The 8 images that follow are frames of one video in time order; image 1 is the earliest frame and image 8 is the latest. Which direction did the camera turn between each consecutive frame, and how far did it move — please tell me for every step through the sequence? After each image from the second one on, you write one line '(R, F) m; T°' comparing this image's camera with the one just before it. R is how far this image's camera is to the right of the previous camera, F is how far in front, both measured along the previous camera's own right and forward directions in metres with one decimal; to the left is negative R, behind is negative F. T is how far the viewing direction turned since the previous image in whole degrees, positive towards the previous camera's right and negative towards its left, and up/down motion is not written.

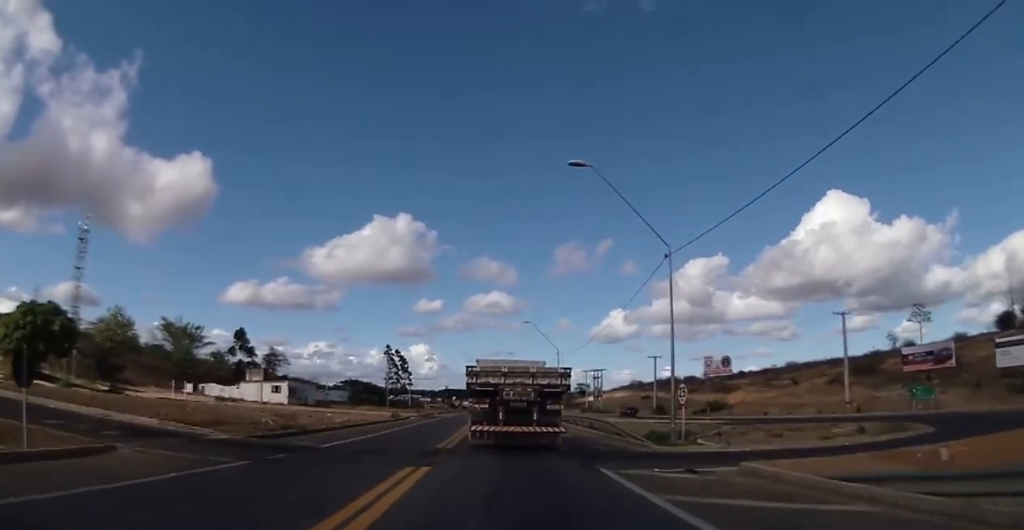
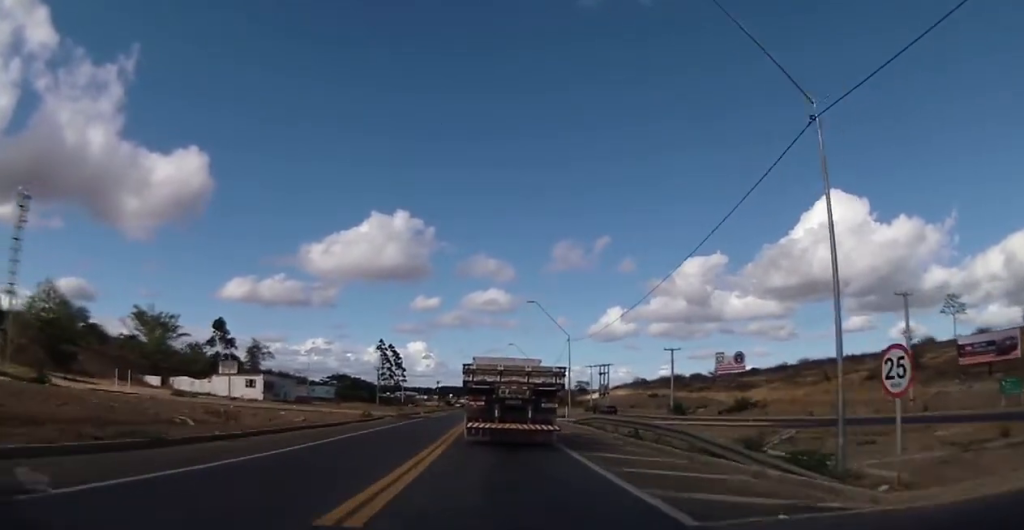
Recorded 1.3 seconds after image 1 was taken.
(+0.5, +12.0) m; 0°
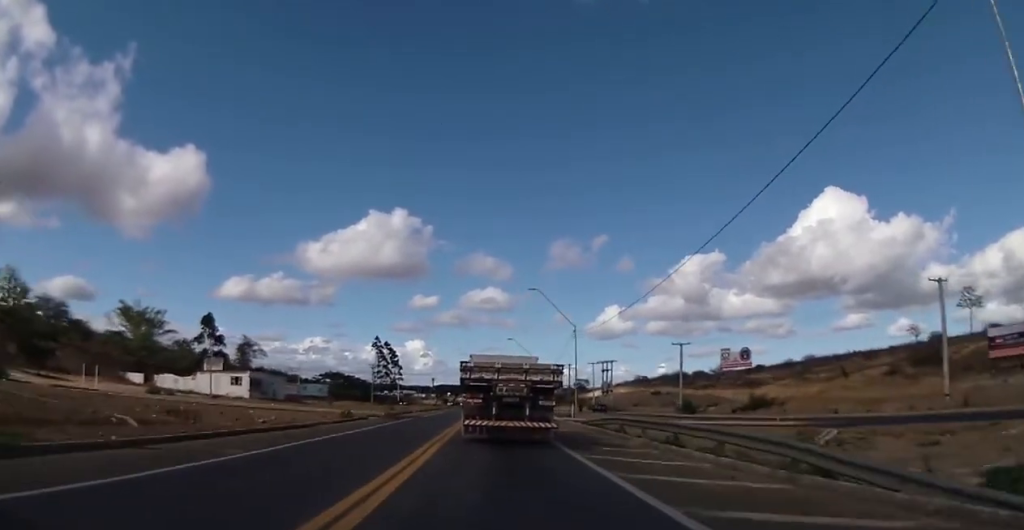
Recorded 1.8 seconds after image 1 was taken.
(-0.4, +5.5) m; 0°
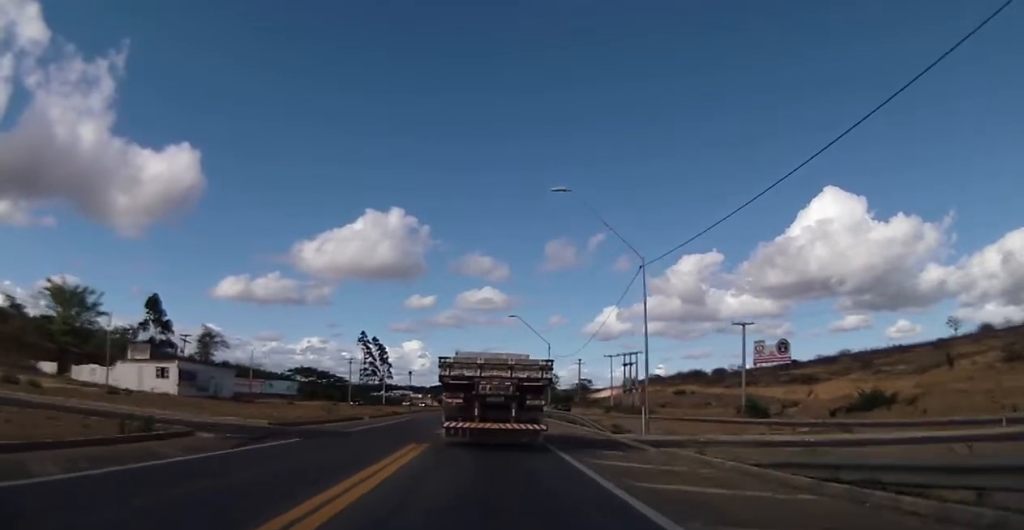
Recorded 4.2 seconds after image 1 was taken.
(+1.1, +24.4) m; +2°
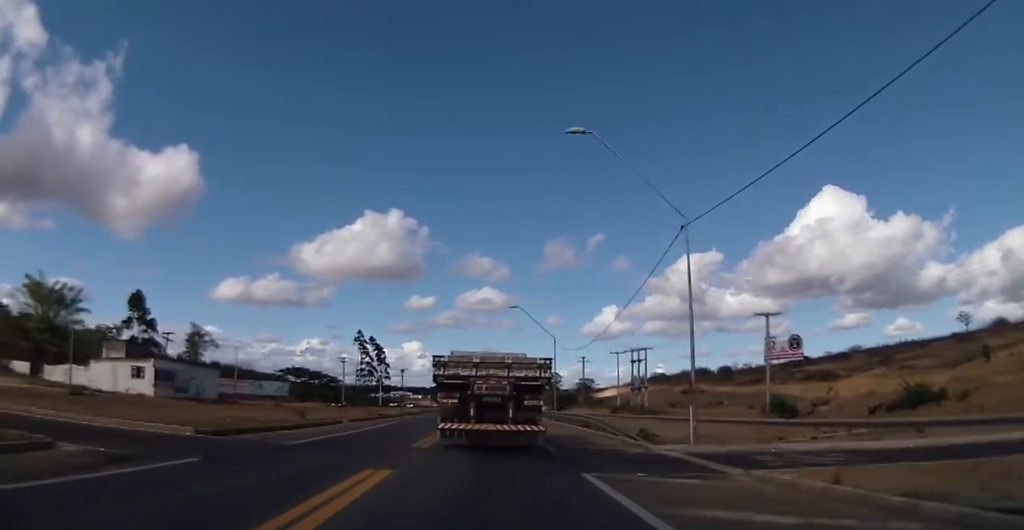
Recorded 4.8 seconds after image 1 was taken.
(-0.1, +6.5) m; 0°
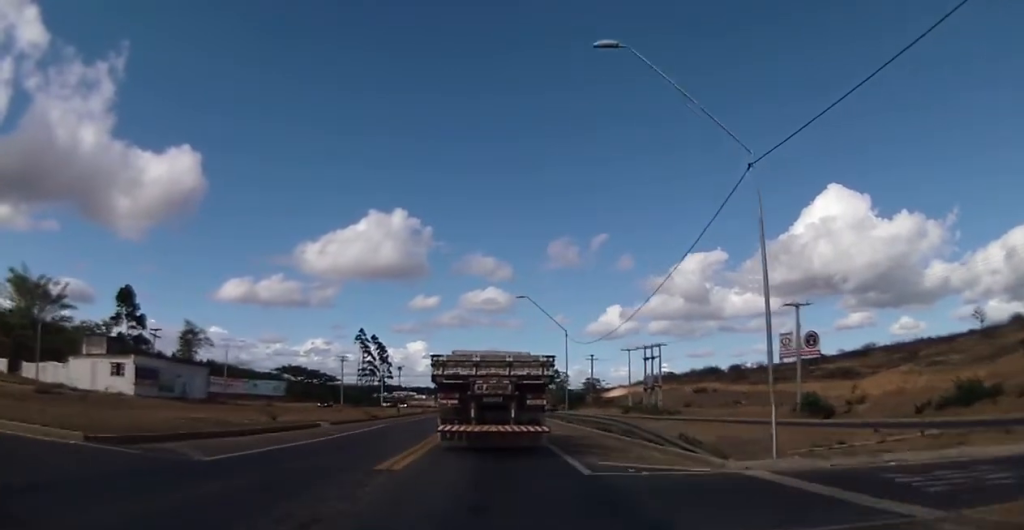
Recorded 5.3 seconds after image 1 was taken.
(0.0, +5.8) m; 0°
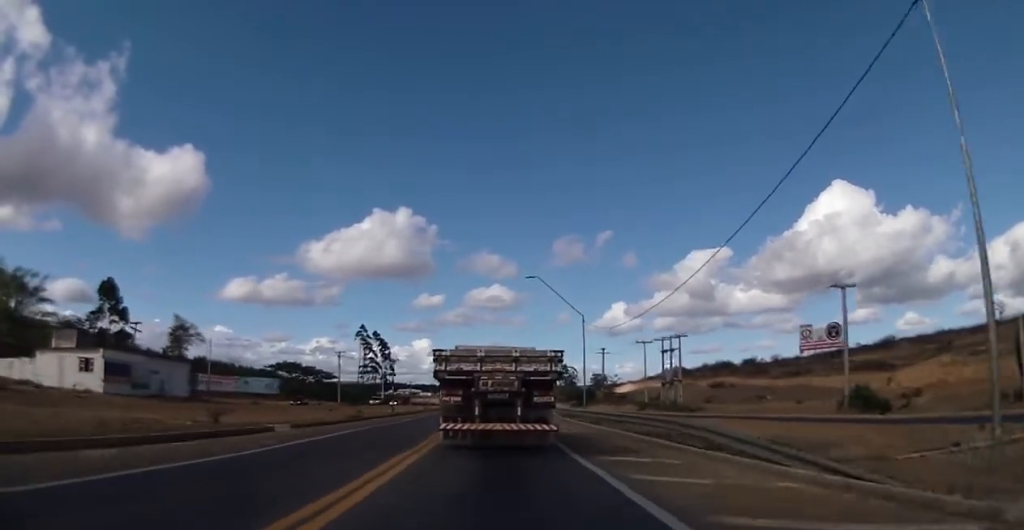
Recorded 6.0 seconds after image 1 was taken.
(0.0, +7.6) m; +1°
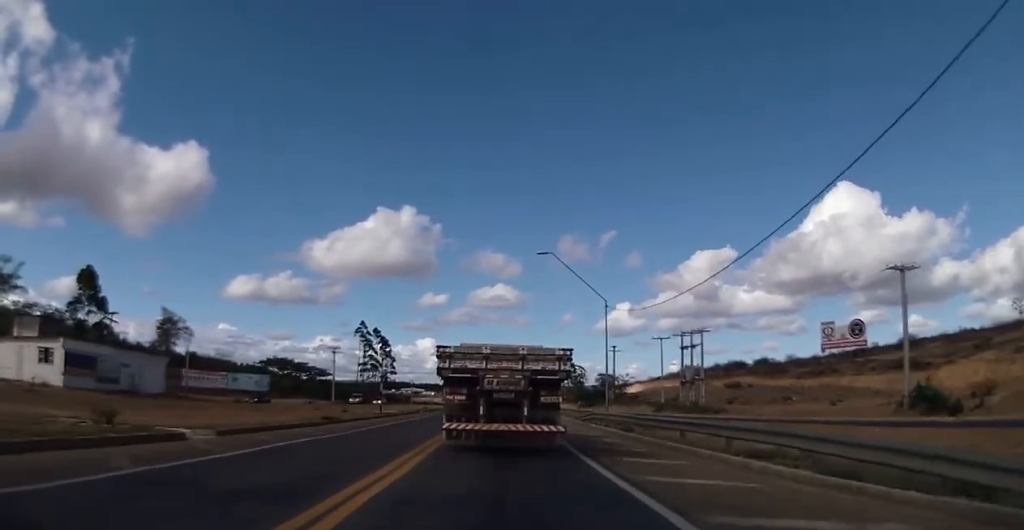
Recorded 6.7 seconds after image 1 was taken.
(+0.1, +8.0) m; 0°
